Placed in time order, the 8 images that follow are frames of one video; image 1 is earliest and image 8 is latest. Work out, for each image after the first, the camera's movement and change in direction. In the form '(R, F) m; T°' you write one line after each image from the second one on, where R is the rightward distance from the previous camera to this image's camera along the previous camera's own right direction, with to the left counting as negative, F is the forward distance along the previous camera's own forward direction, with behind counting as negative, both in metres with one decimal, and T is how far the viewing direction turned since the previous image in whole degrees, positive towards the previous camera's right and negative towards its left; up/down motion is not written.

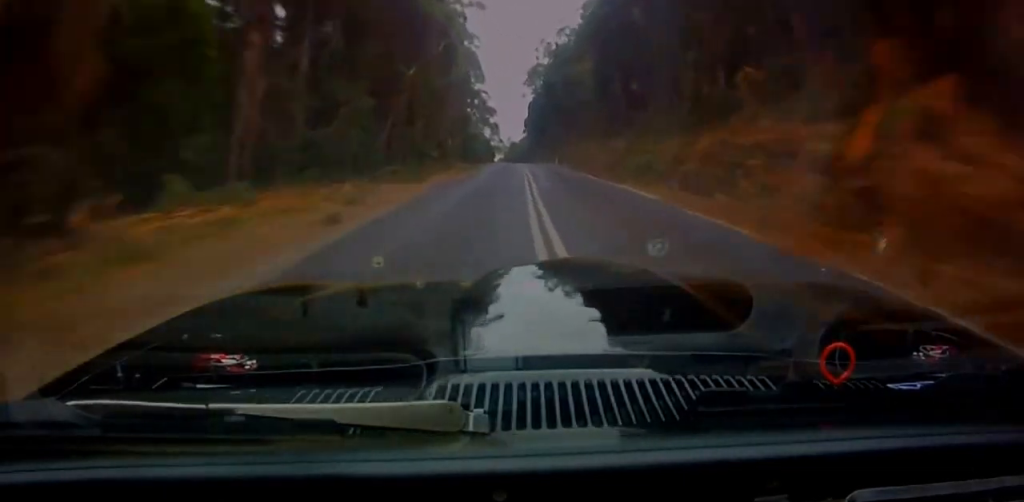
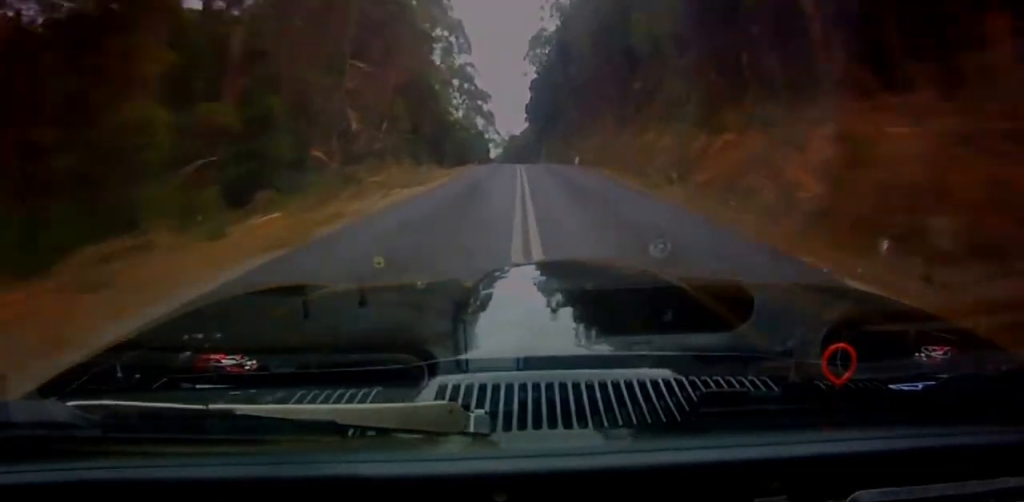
(-0.9, +29.8) m; -3°
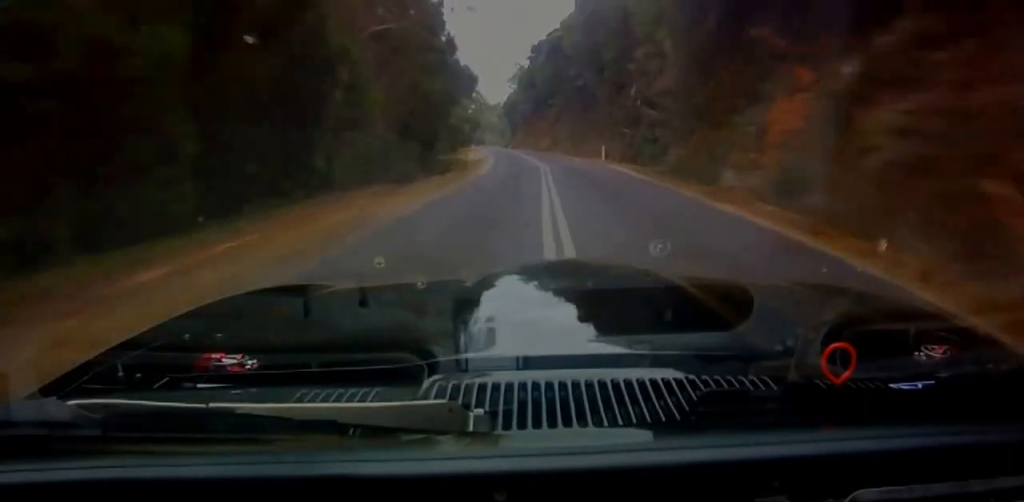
(-4.2, +132.6) m; -4°
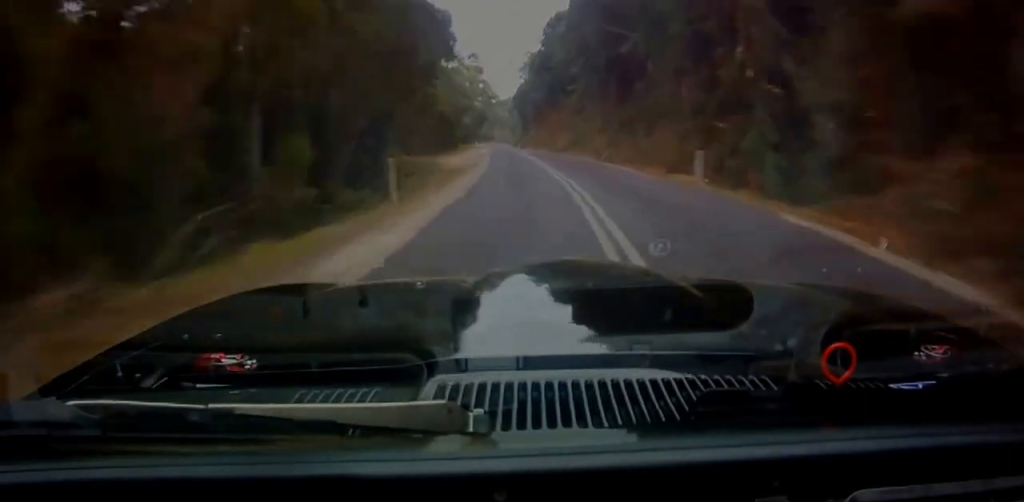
(-0.3, +19.7) m; -1°
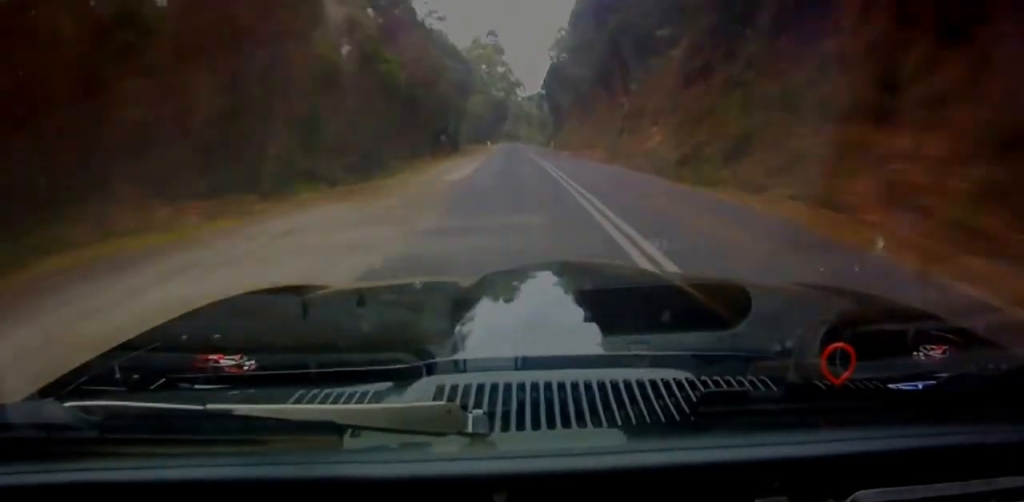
(-0.5, +36.1) m; -1°
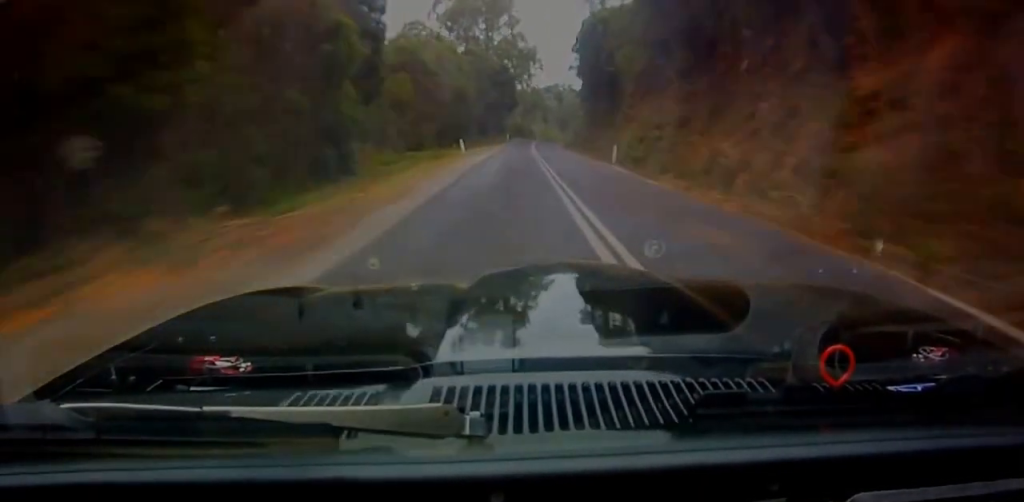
(-0.1, +48.5) m; +2°
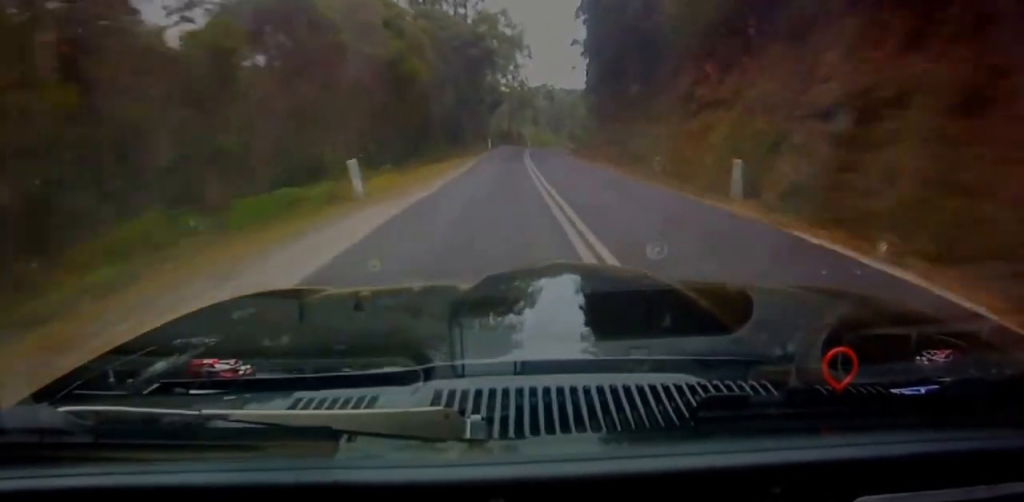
(+0.2, +21.7) m; +2°
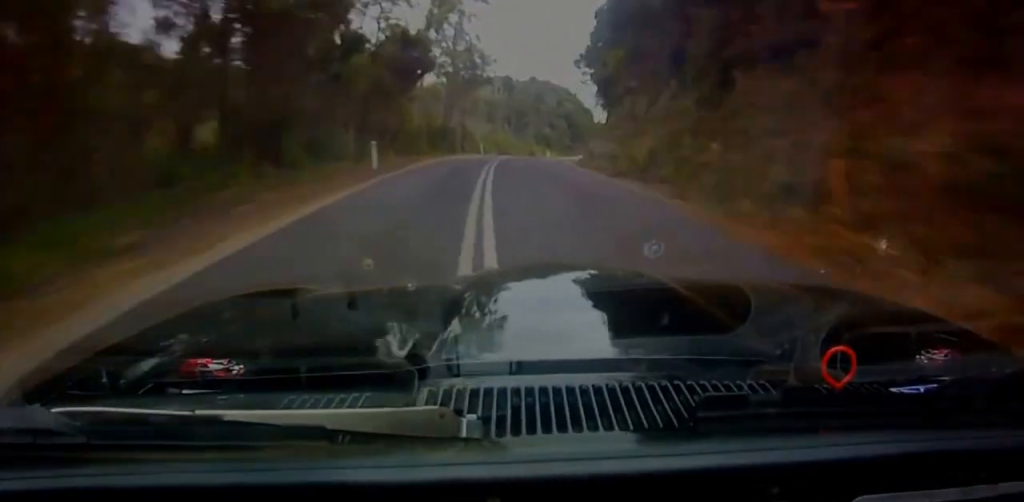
(+1.6, +41.8) m; +6°
